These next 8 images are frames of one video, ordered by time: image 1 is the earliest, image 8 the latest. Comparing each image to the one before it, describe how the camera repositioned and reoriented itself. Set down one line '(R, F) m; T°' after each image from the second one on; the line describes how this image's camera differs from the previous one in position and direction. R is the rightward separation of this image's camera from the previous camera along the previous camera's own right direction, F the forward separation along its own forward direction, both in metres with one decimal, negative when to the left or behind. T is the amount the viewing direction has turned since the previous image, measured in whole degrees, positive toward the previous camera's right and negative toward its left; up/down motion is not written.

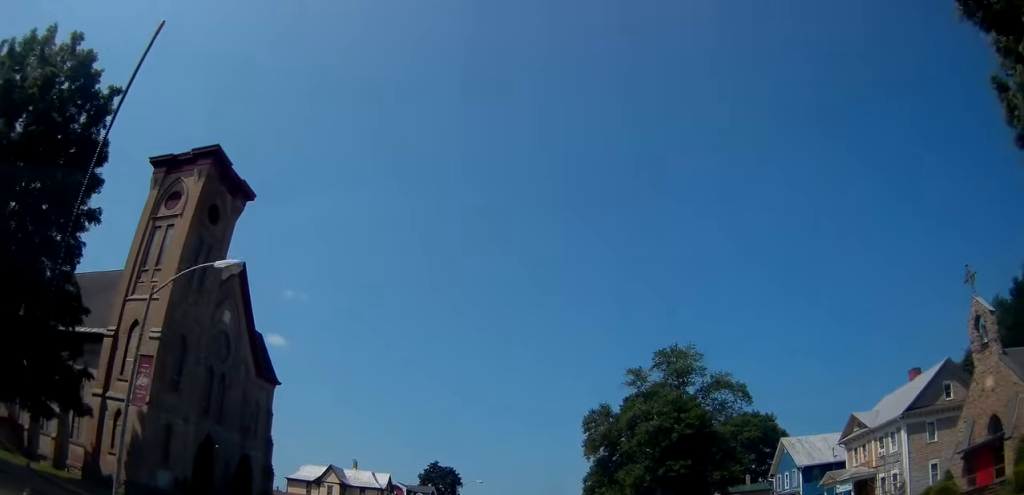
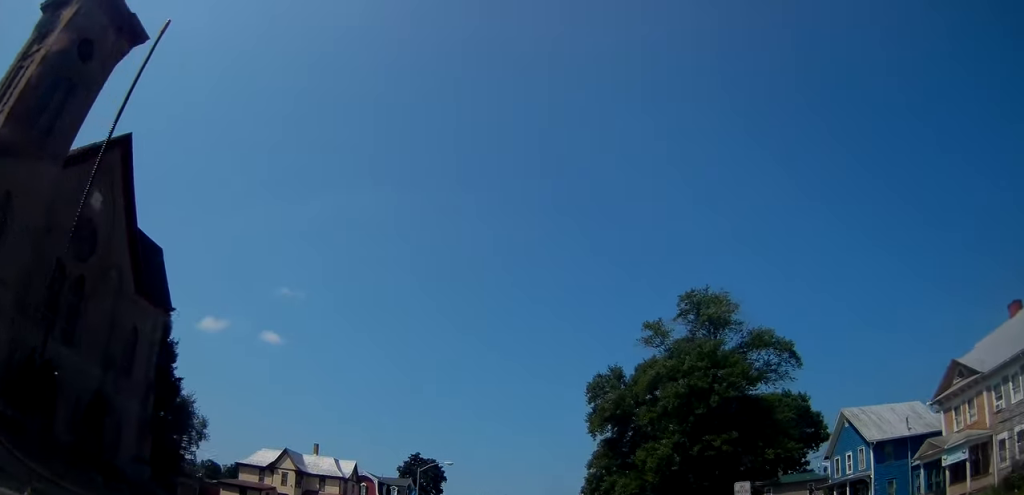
(0.0, +14.6) m; 0°
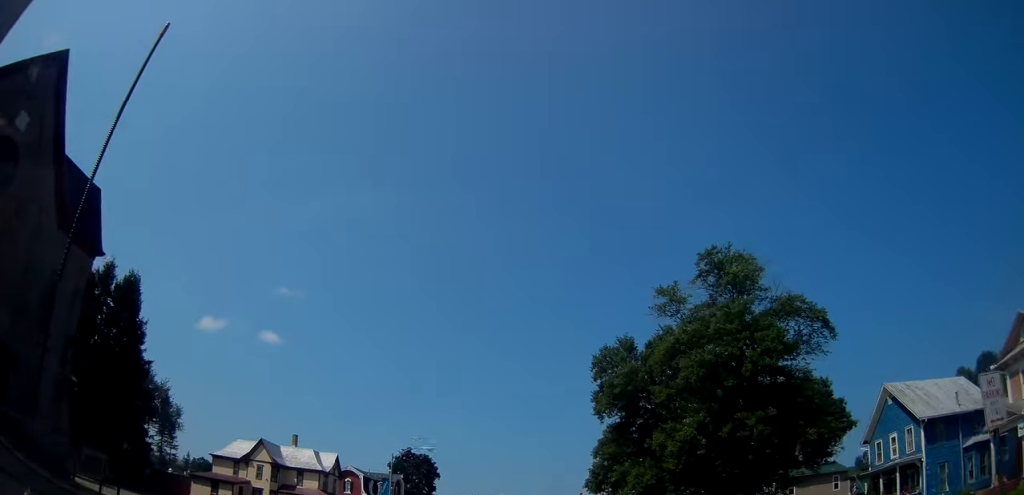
(+0.1, +7.0) m; 0°
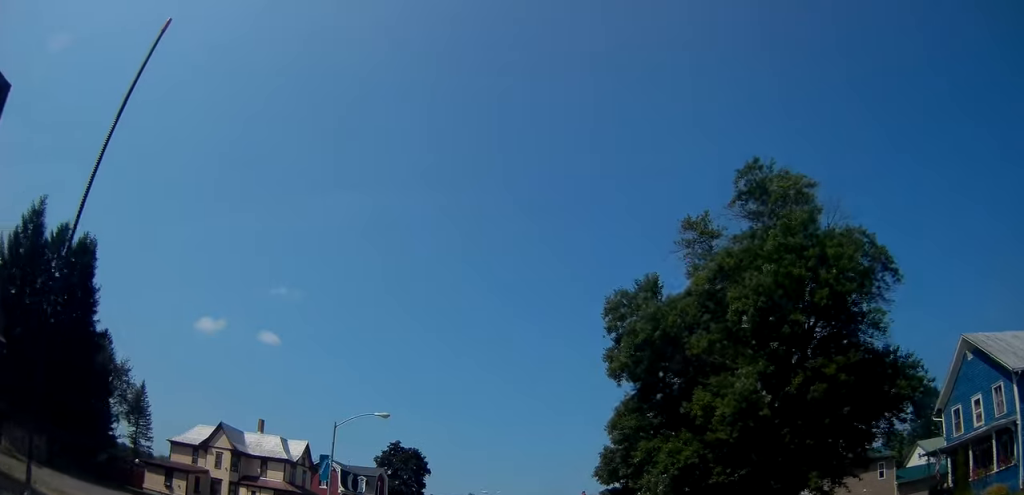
(-0.1, +10.0) m; -1°
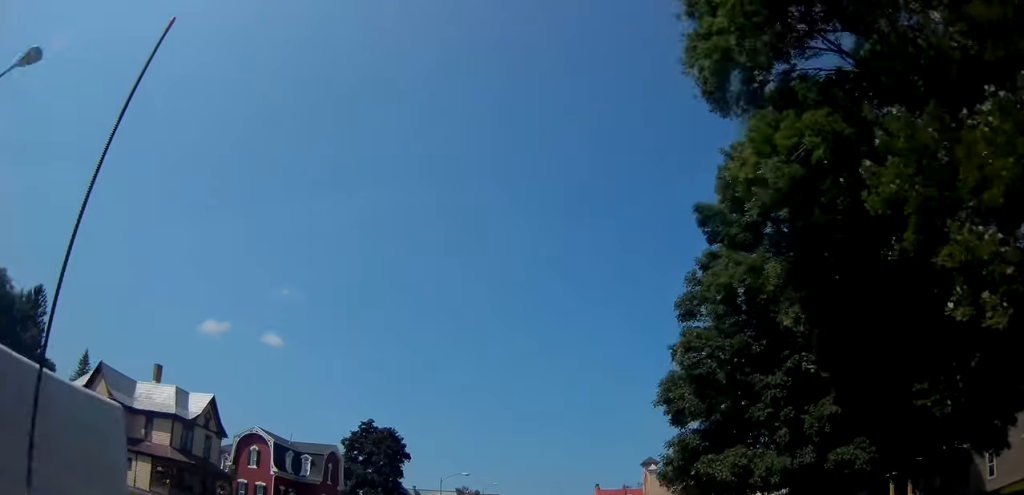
(-0.1, +21.8) m; 0°
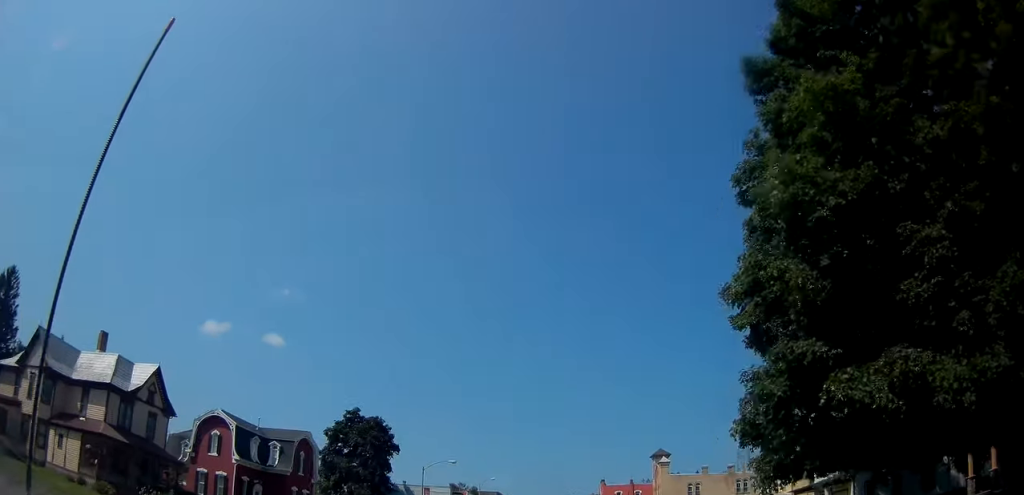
(0.0, +8.1) m; 0°
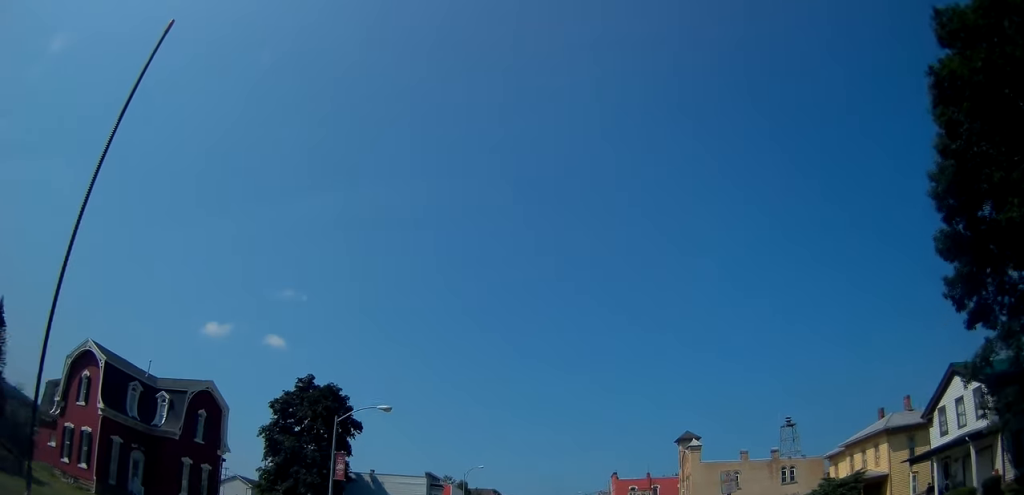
(0.0, +18.0) m; +1°
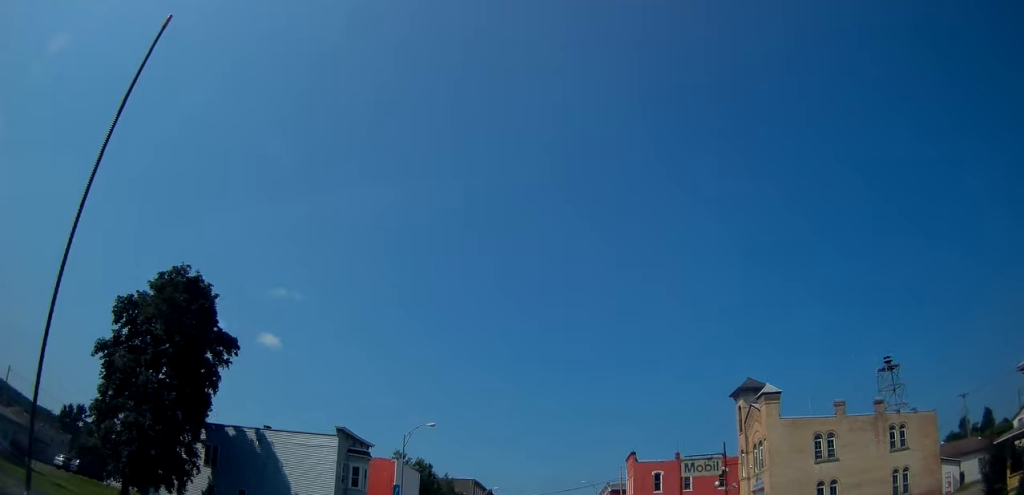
(0.0, +27.5) m; +1°
